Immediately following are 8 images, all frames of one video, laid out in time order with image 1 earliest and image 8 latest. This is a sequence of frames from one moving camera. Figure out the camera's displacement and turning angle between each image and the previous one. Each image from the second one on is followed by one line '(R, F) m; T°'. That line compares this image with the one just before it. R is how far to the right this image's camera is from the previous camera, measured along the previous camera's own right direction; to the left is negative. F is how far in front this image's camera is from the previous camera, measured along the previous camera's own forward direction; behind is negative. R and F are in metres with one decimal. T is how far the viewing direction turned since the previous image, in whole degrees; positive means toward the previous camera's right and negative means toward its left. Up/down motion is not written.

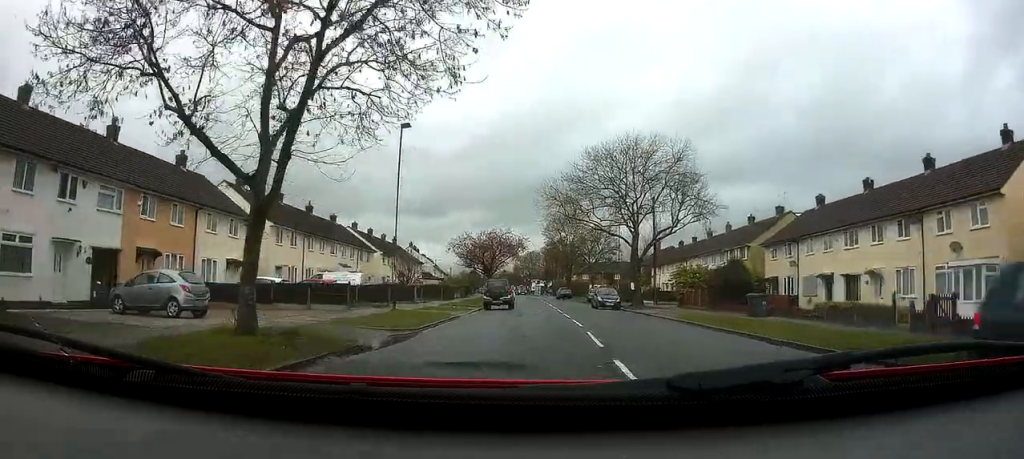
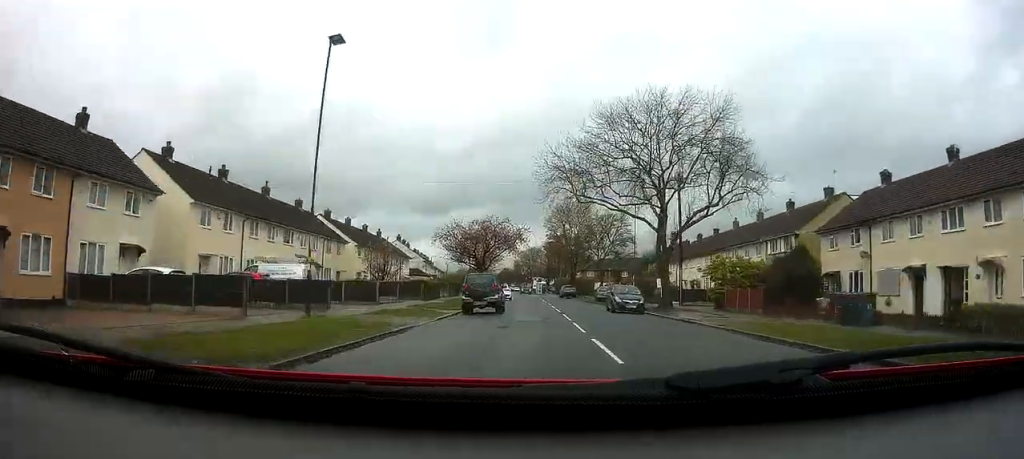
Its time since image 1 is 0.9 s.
(-0.1, +9.1) m; -2°
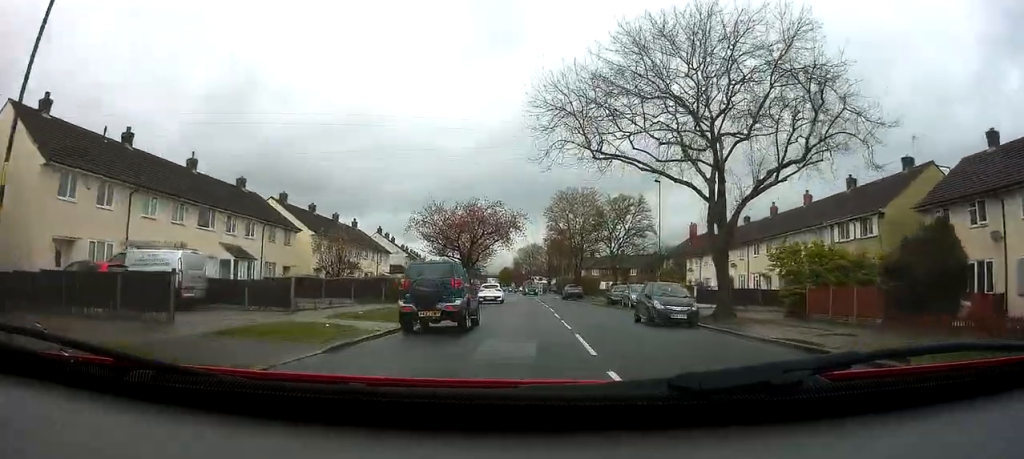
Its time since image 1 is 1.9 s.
(-0.2, +10.5) m; +2°
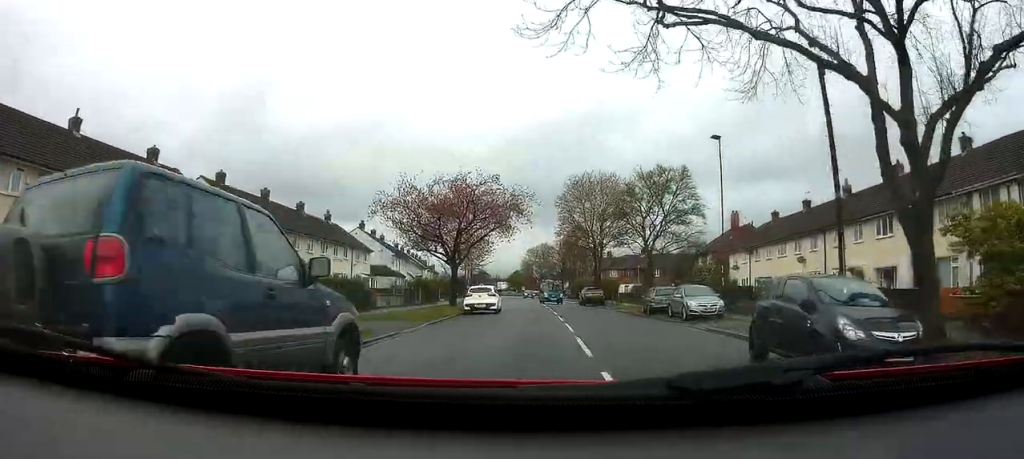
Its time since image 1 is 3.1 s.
(+0.4, +12.0) m; -1°
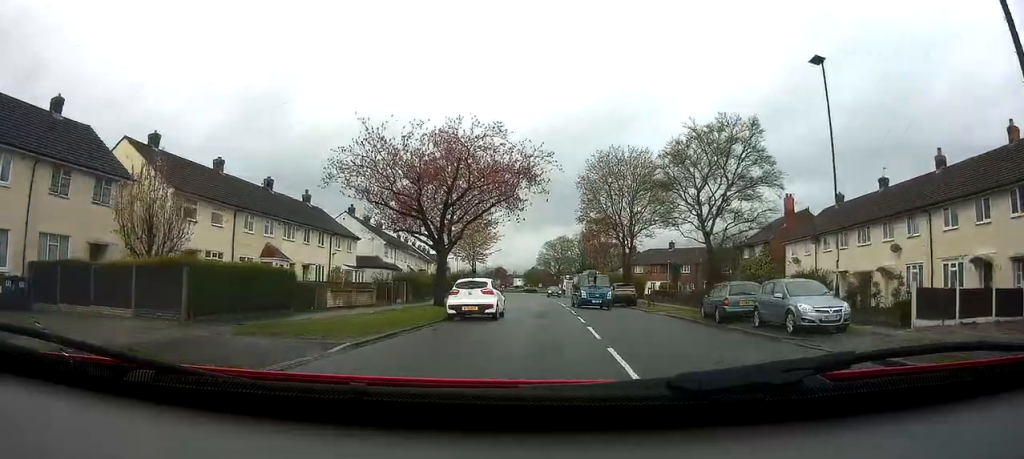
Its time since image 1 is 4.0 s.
(-0.4, +9.5) m; -2°
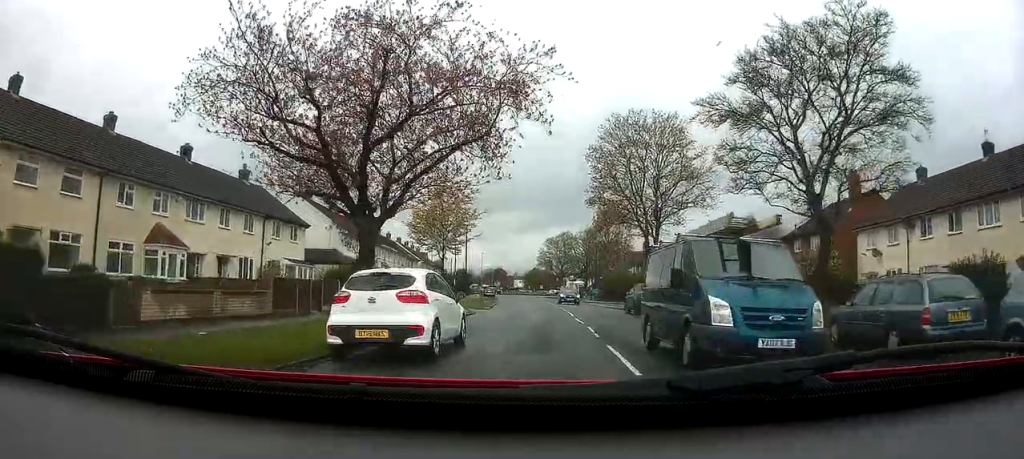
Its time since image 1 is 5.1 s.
(+0.2, +11.0) m; -1°
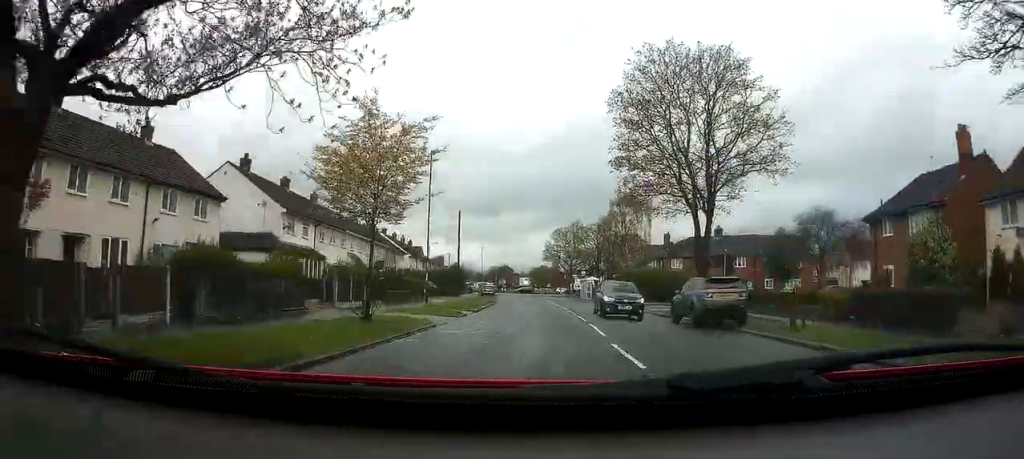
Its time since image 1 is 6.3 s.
(-0.3, +11.5) m; -2°
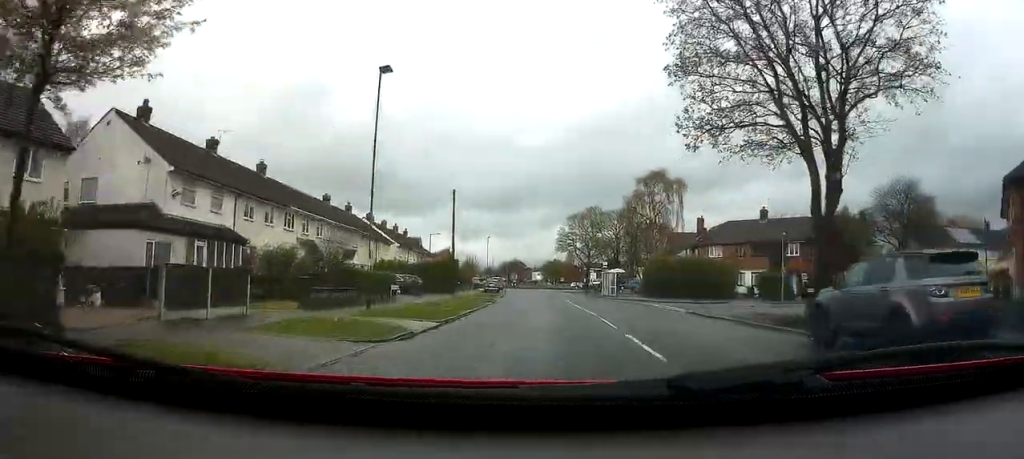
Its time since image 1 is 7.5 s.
(0.0, +11.5) m; 0°
